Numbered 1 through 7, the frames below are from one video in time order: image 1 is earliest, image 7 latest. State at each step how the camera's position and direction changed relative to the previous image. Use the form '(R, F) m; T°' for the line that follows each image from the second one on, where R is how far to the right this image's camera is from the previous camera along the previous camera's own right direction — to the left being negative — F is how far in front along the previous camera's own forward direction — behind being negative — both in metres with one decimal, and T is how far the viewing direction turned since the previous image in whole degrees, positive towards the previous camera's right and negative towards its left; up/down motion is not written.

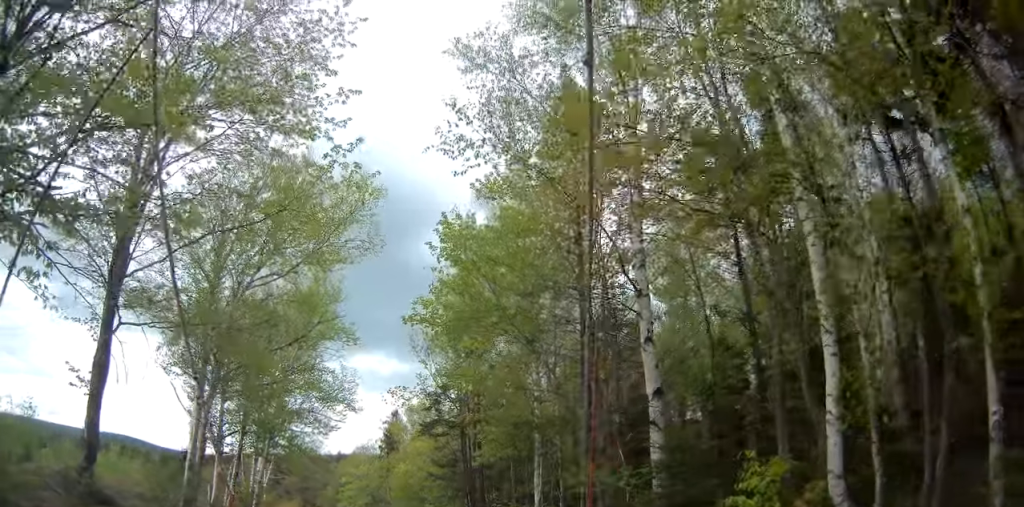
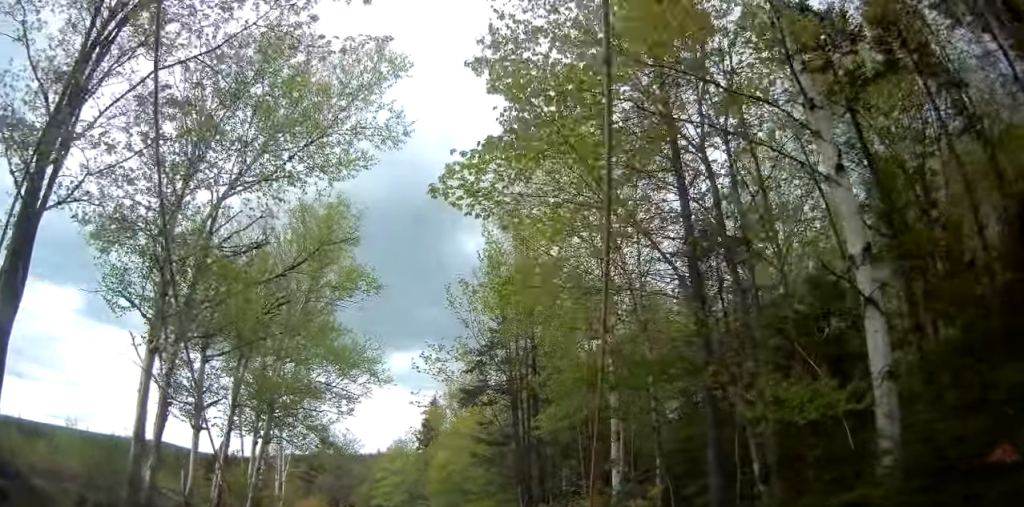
(-0.7, +4.9) m; -9°
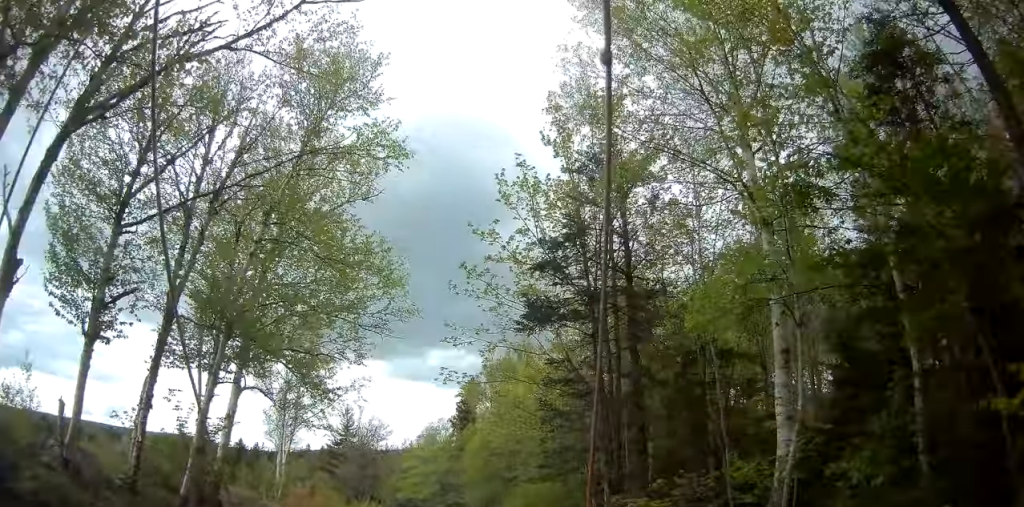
(+0.1, +6.0) m; +1°
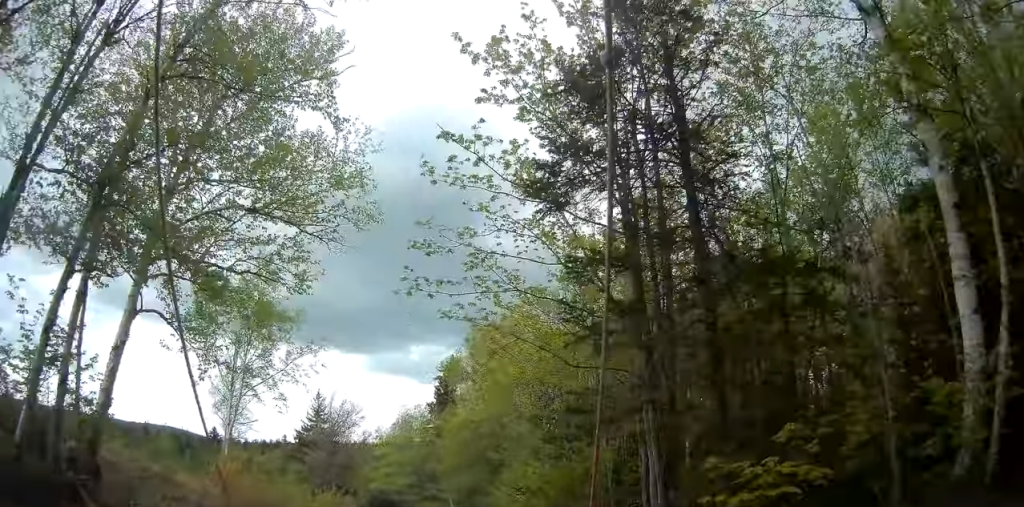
(0.0, +4.3) m; +1°
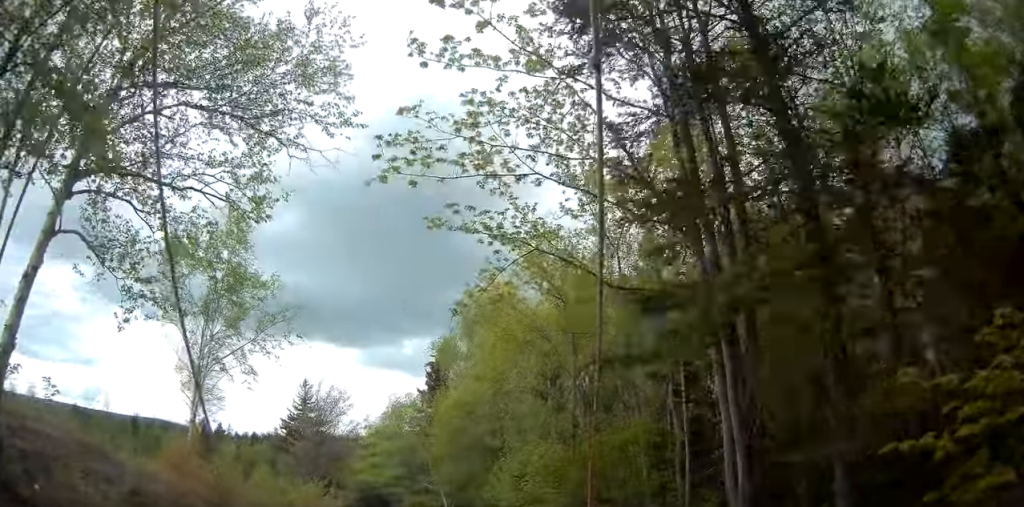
(0.0, +2.8) m; +2°
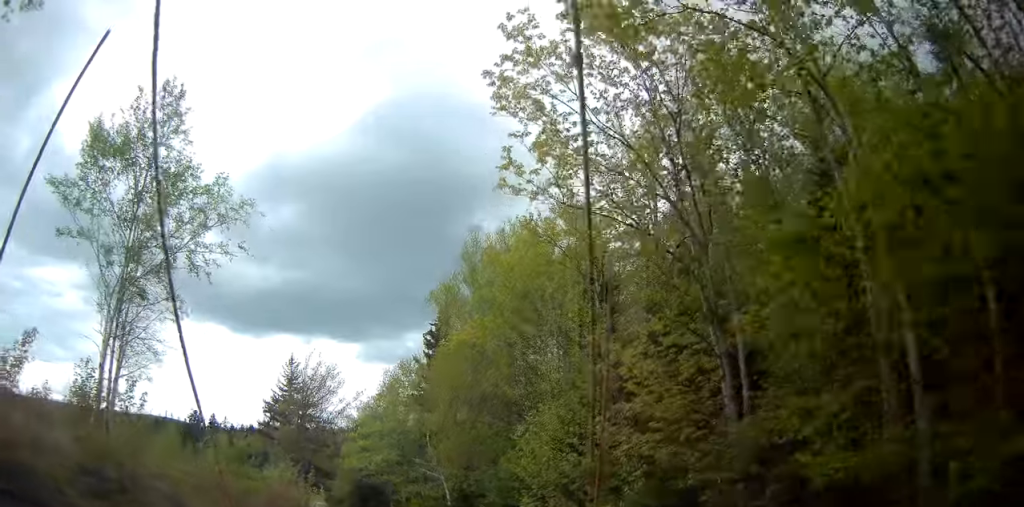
(+0.3, +7.5) m; -1°
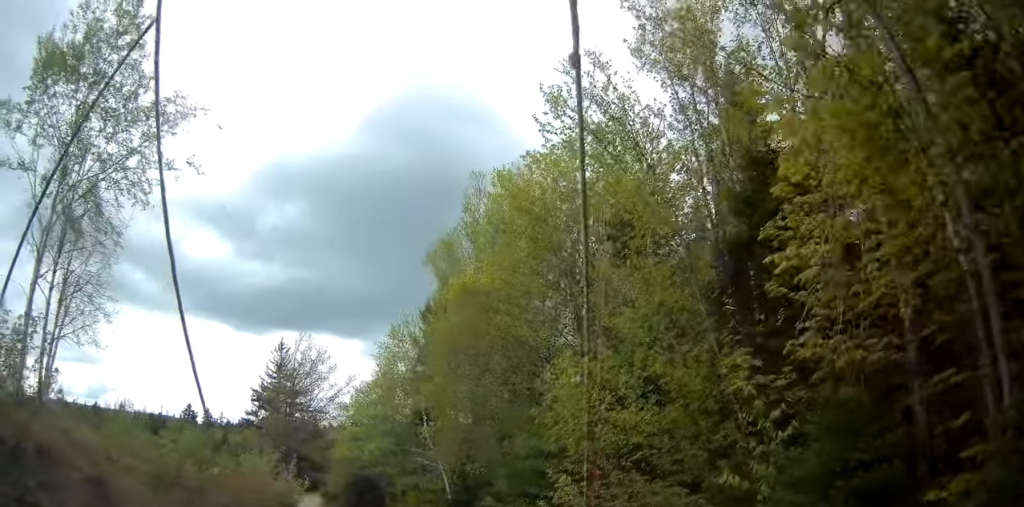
(-0.3, +4.4) m; -3°
